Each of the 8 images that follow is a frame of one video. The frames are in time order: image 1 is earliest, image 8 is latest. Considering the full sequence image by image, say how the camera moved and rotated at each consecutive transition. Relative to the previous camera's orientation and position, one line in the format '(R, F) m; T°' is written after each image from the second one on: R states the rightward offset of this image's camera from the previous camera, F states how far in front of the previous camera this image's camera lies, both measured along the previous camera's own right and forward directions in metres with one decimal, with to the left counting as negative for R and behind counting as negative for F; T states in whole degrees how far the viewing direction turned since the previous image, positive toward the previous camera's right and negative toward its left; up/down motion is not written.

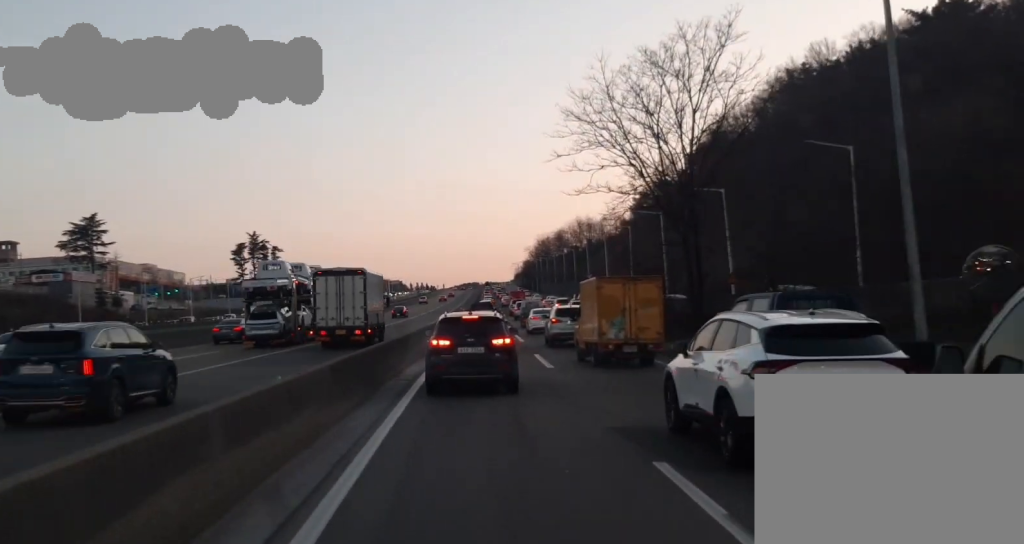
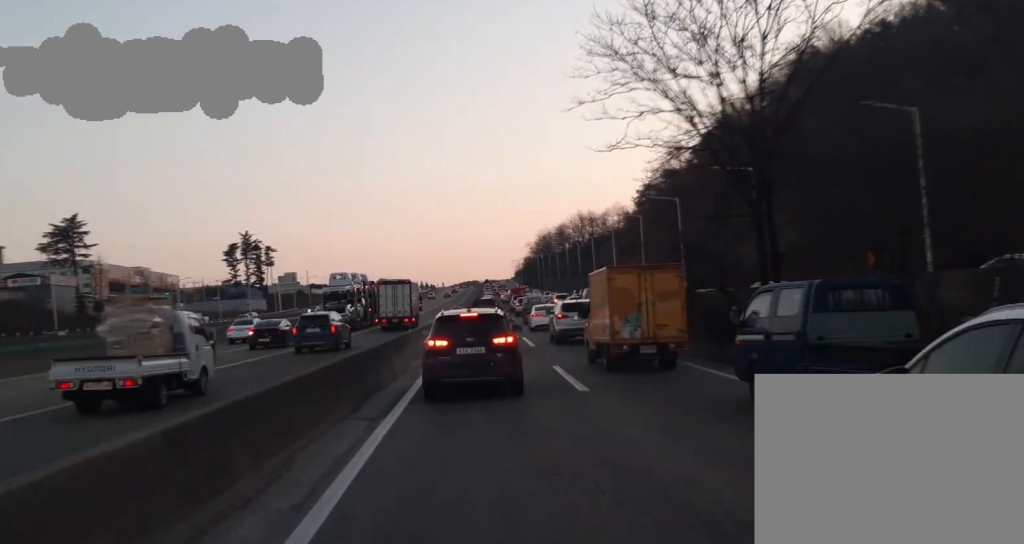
(+0.4, +7.0) m; +3°
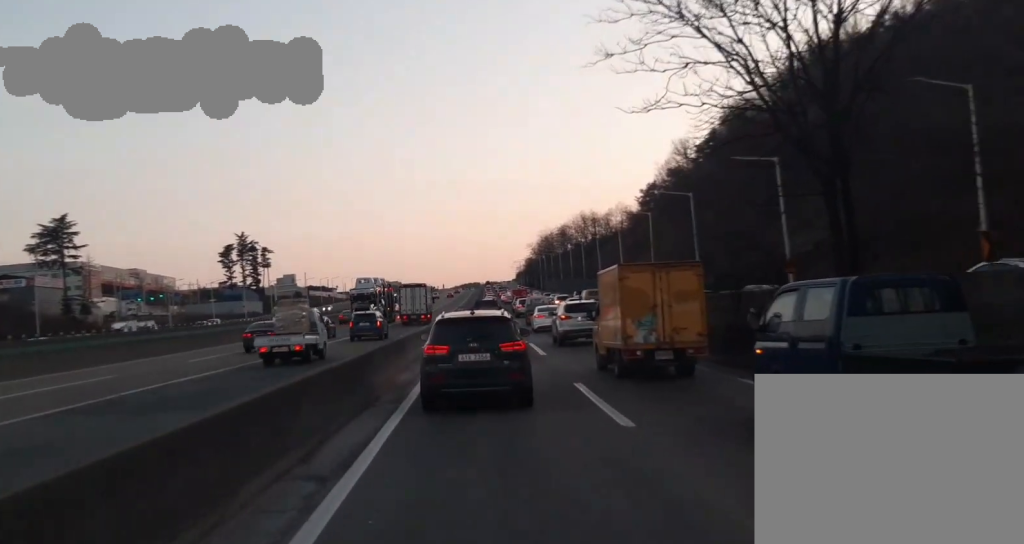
(+0.1, +4.4) m; +2°
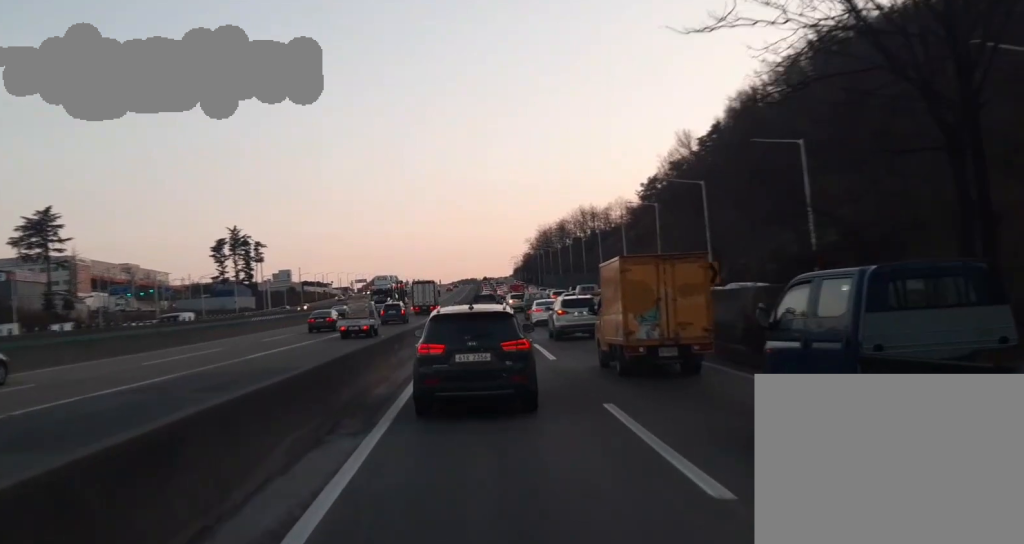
(0.0, +5.5) m; 0°
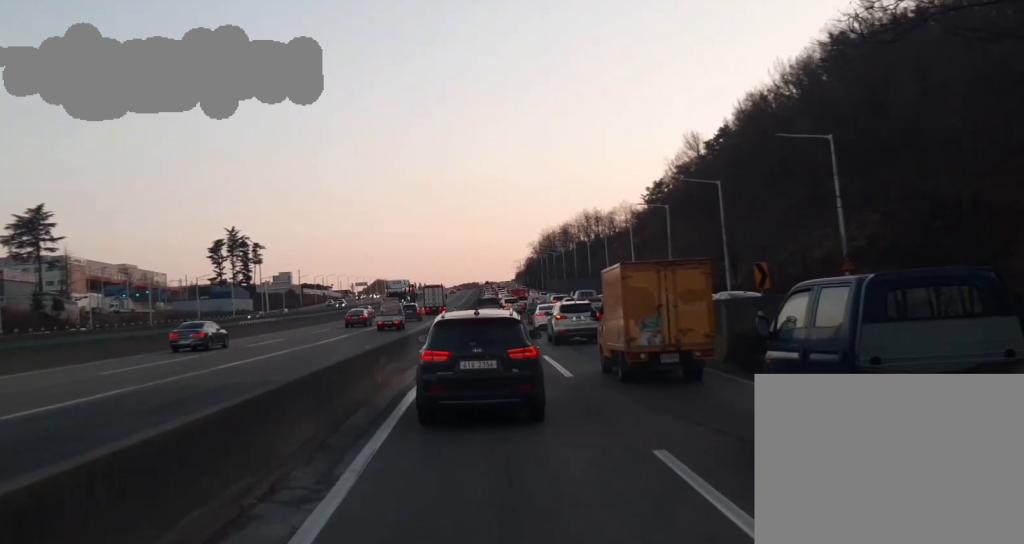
(0.0, +4.7) m; 0°
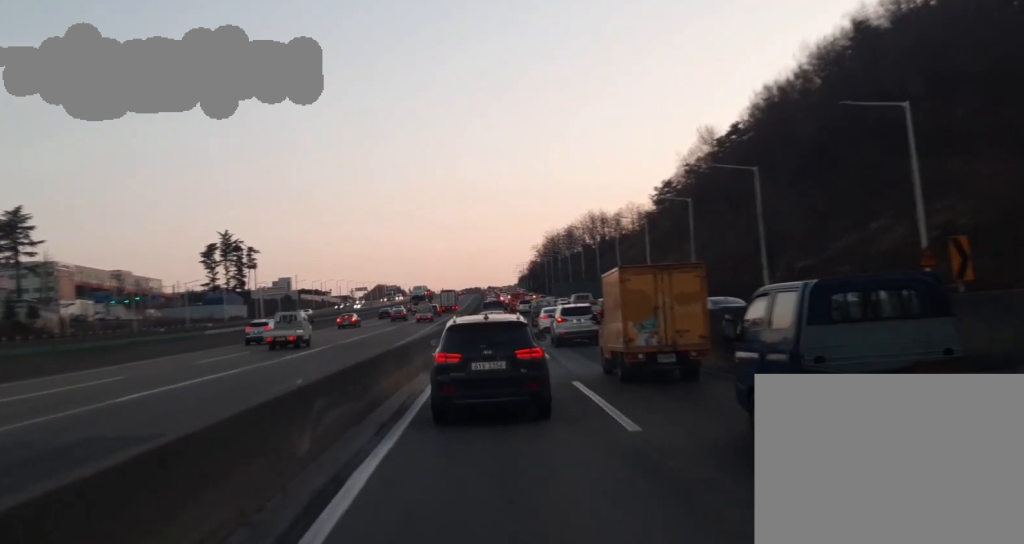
(0.0, +11.1) m; -6°
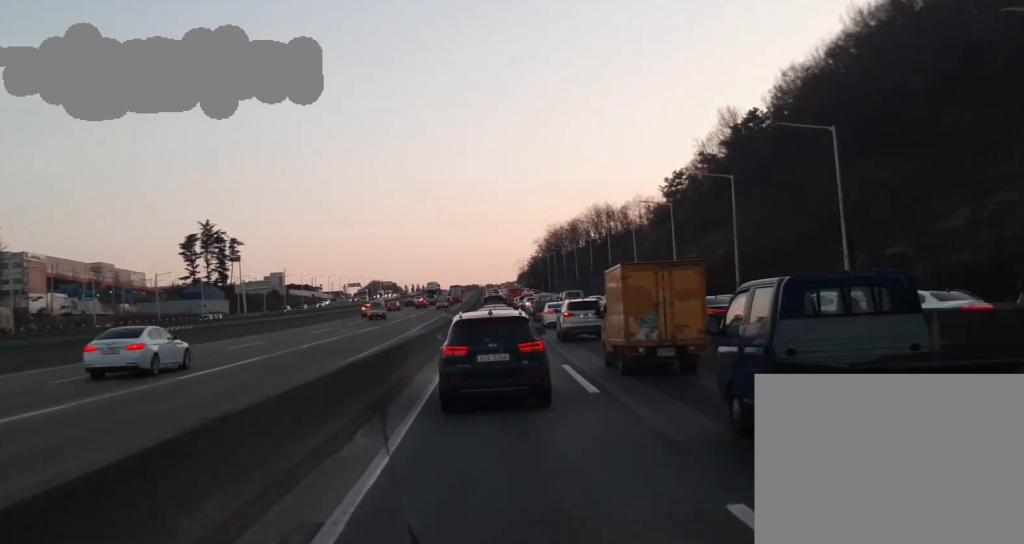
(-1.7, +14.7) m; -8°
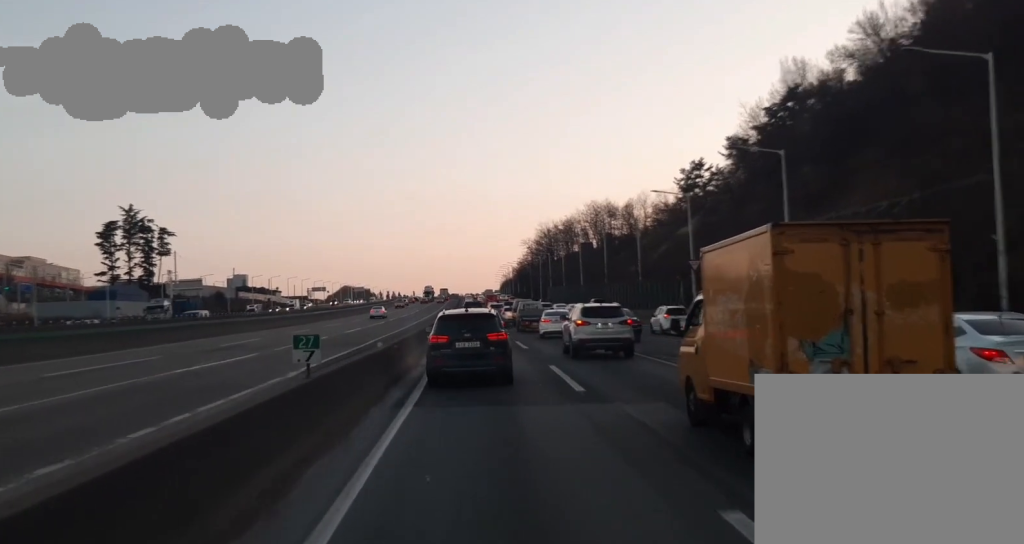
(+3.3, +37.2) m; +13°
